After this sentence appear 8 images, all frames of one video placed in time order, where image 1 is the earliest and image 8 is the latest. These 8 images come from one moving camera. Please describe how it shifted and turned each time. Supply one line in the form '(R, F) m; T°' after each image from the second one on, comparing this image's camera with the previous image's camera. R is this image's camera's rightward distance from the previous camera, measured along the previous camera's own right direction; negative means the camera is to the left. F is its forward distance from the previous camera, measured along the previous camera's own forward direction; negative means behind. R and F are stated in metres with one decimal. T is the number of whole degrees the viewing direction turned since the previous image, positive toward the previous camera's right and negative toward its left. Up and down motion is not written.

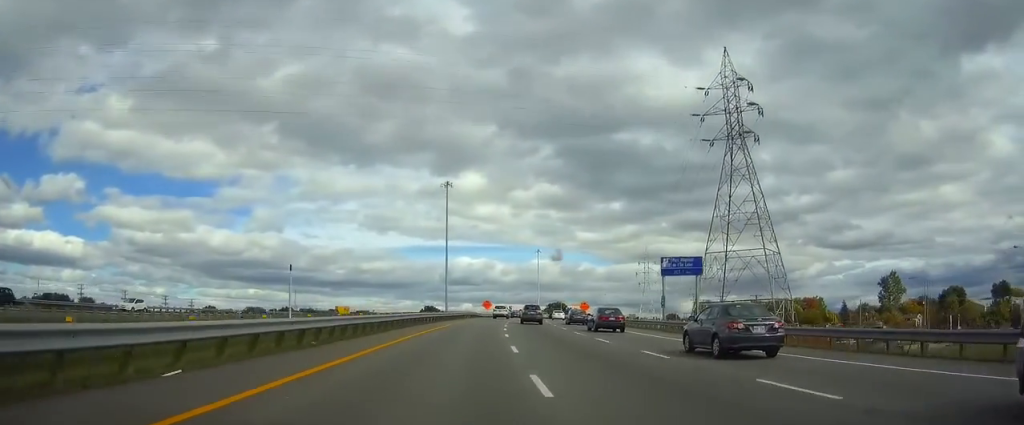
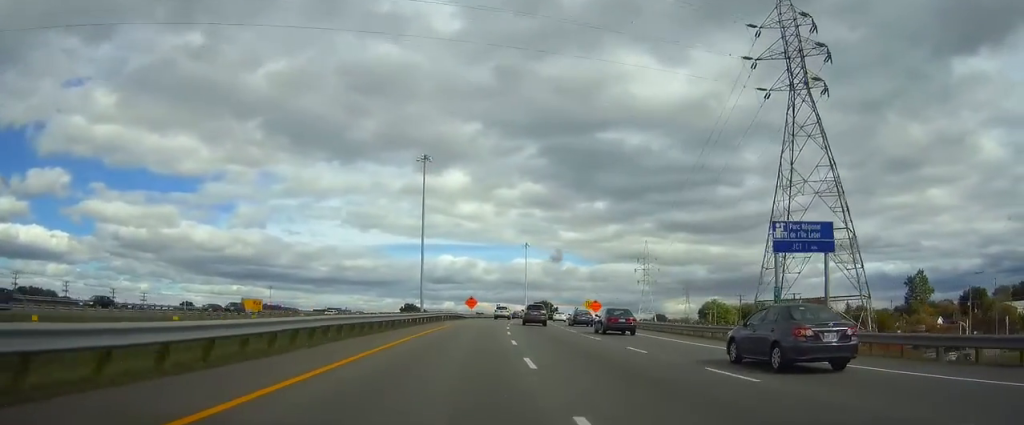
(0.0, +23.0) m; 0°
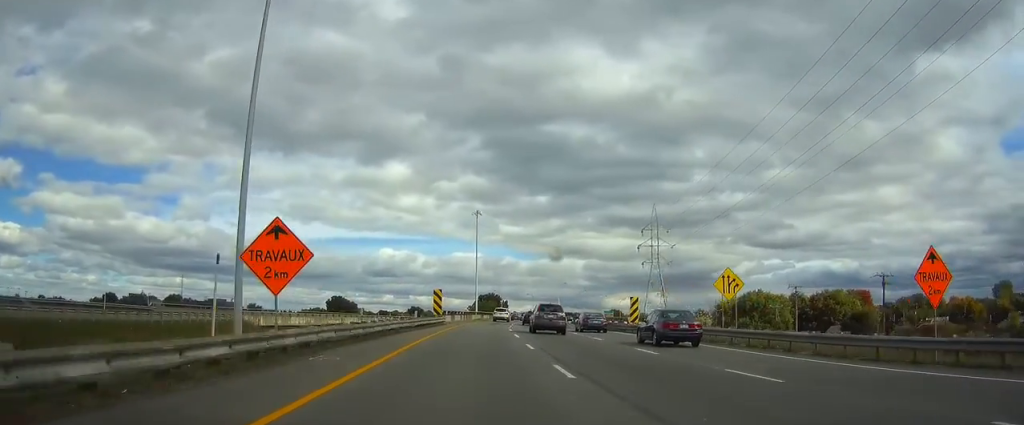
(0.0, +71.1) m; 0°
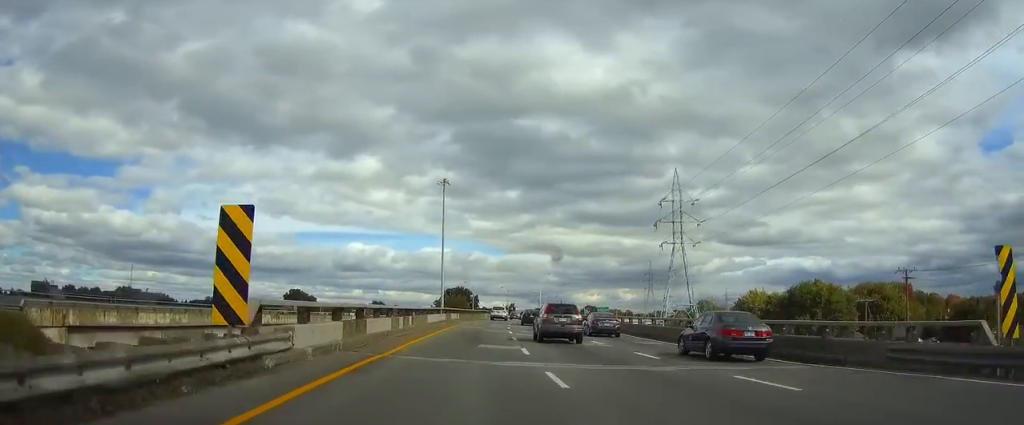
(0.0, +37.0) m; 0°
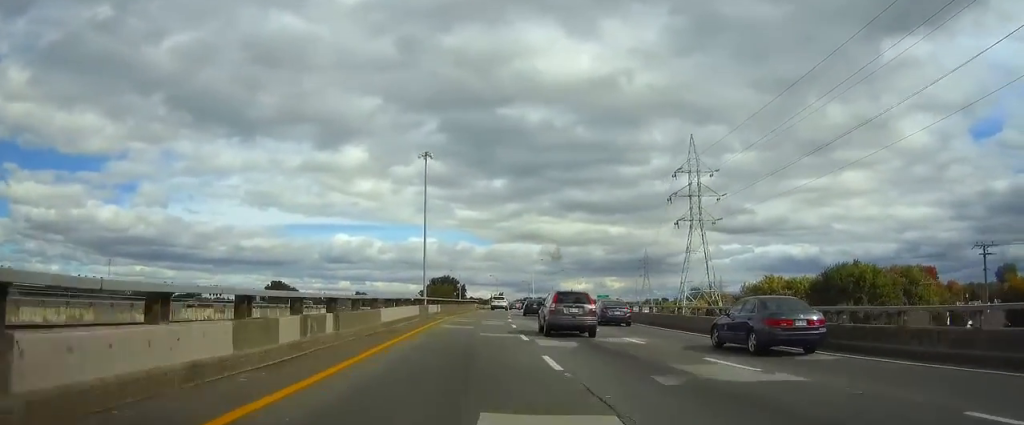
(0.0, +16.0) m; 0°
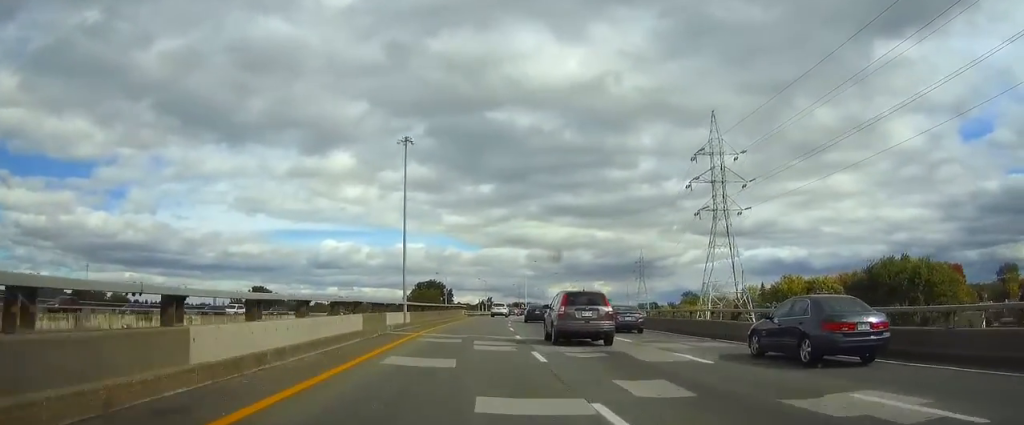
(0.0, +15.0) m; 0°
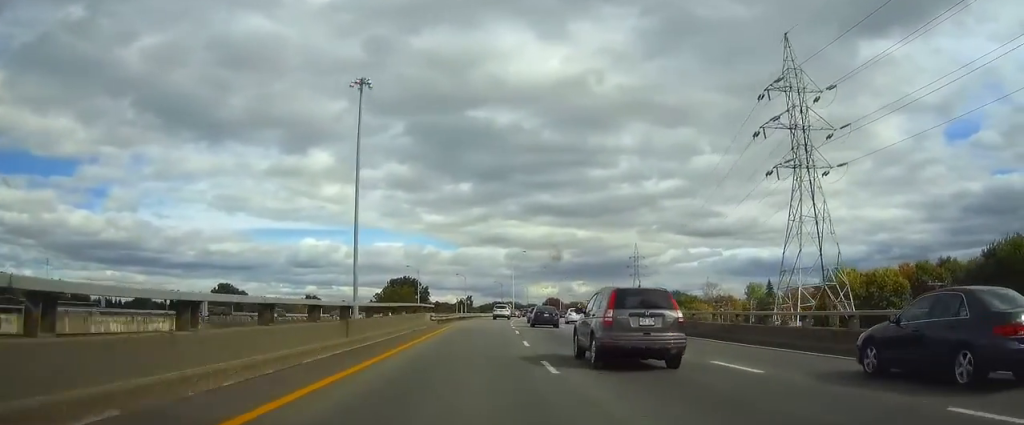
(0.0, +28.0) m; 0°
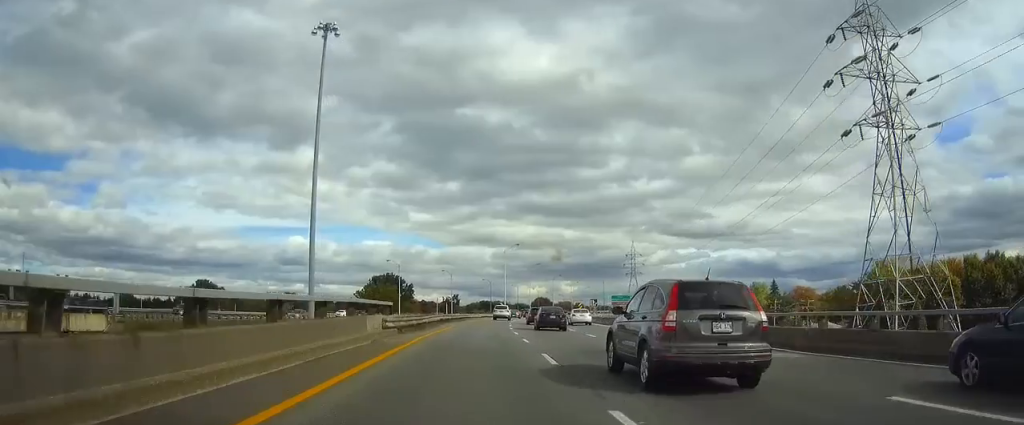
(0.0, +16.0) m; 0°
